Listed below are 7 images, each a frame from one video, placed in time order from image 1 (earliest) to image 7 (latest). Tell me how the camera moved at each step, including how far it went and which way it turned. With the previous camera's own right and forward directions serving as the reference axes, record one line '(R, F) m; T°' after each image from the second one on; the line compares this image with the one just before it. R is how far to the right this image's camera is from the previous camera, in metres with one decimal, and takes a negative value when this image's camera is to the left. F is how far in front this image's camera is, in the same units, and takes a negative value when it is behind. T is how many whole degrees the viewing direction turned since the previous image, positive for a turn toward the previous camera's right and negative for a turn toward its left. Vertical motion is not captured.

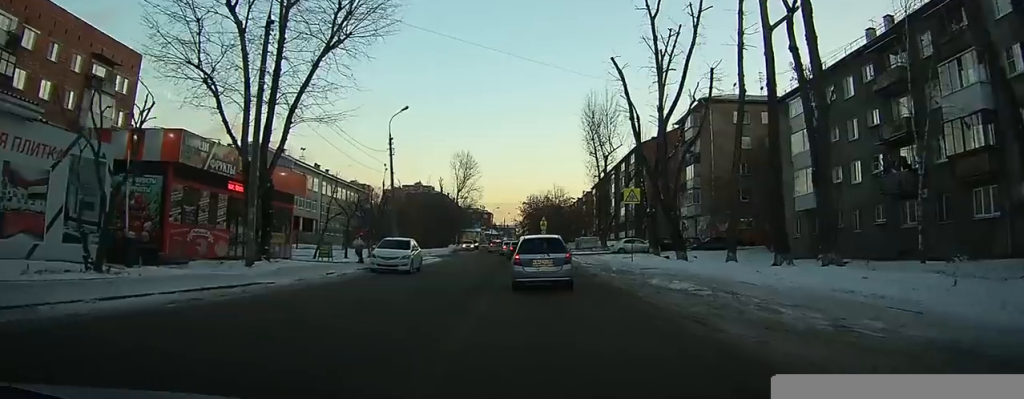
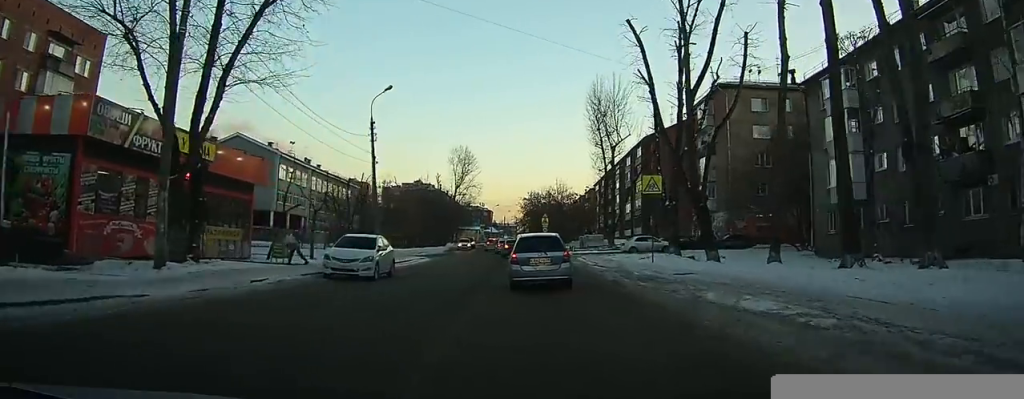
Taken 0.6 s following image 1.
(-0.1, +6.2) m; -1°
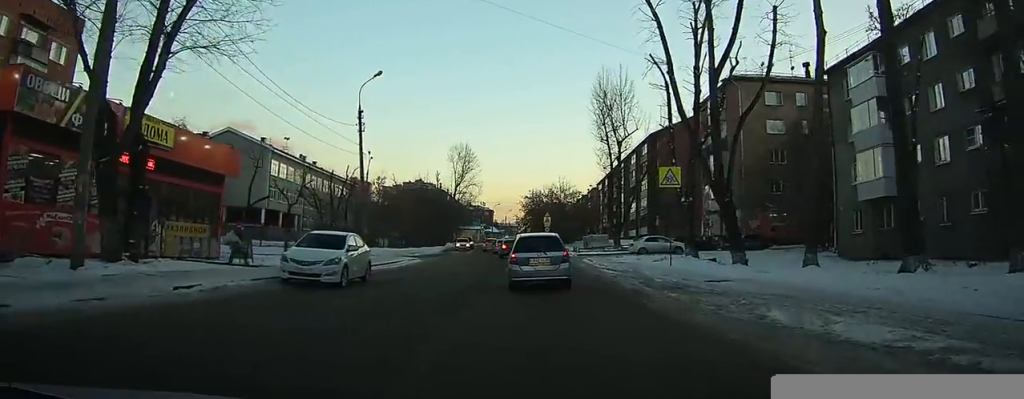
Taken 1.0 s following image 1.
(0.0, +3.9) m; 0°
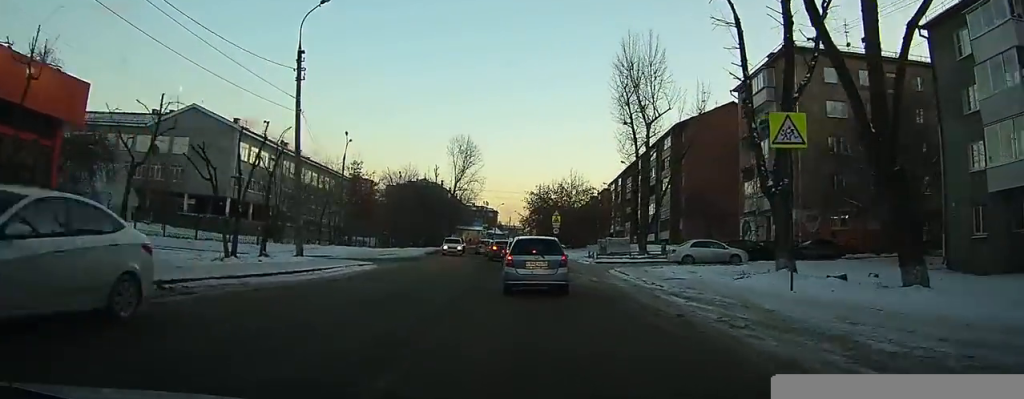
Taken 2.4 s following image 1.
(-0.1, +10.9) m; 0°
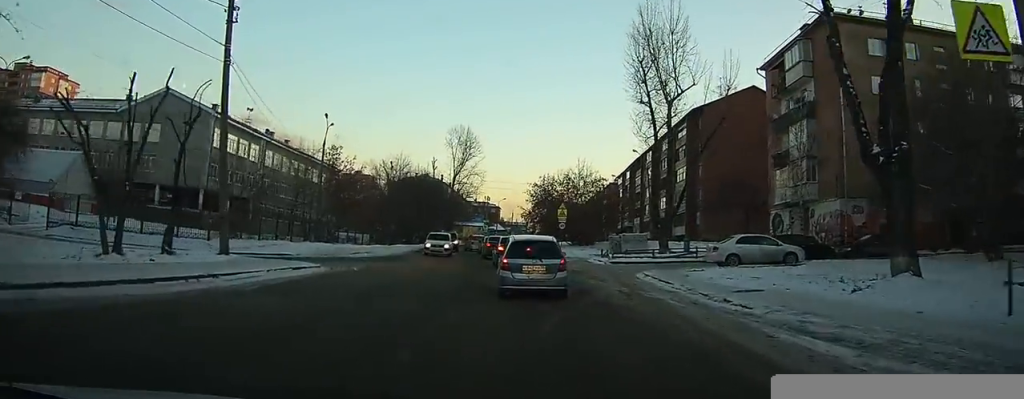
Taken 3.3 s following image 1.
(0.0, +5.3) m; 0°
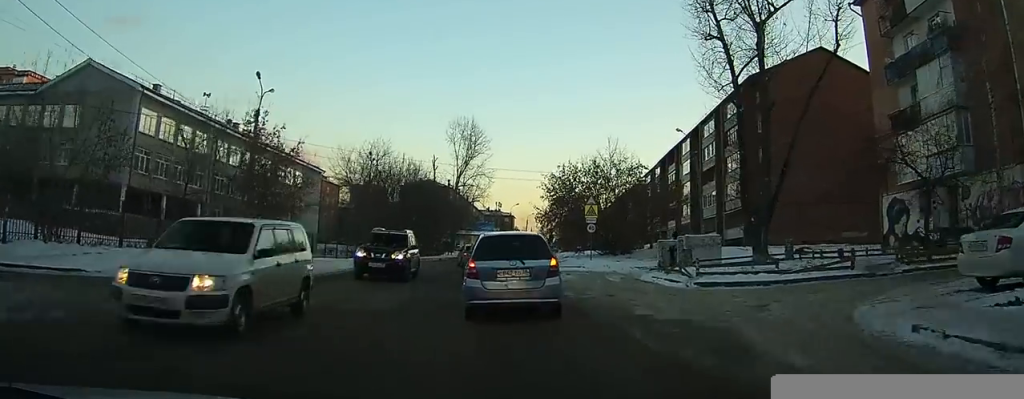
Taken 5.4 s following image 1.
(+0.1, +13.0) m; 0°
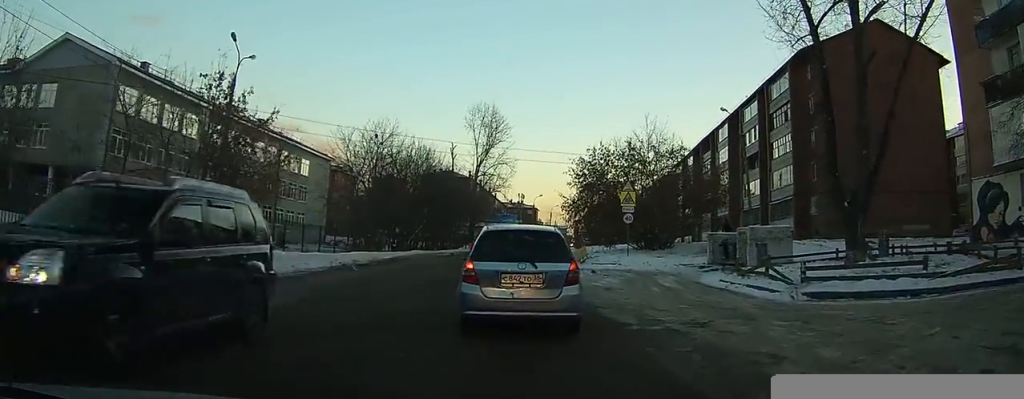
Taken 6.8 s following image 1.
(0.0, +7.7) m; -1°
